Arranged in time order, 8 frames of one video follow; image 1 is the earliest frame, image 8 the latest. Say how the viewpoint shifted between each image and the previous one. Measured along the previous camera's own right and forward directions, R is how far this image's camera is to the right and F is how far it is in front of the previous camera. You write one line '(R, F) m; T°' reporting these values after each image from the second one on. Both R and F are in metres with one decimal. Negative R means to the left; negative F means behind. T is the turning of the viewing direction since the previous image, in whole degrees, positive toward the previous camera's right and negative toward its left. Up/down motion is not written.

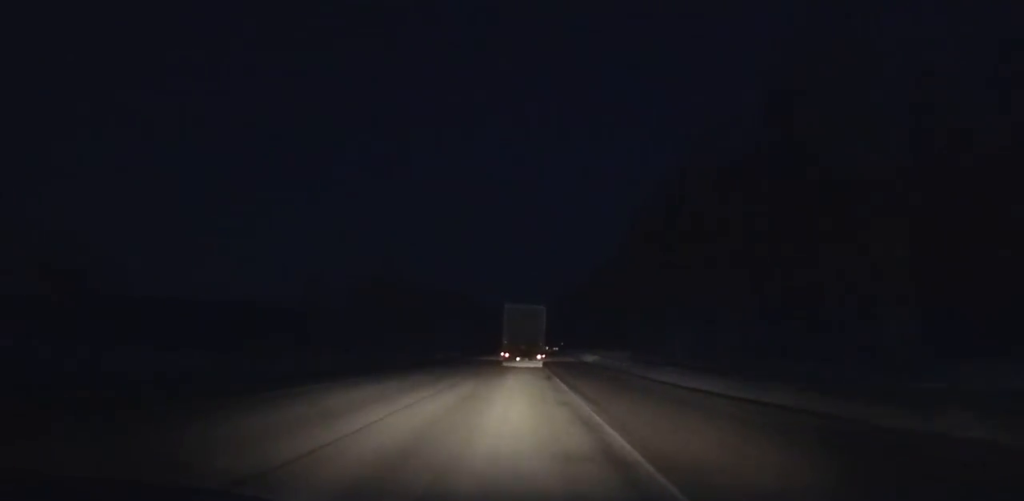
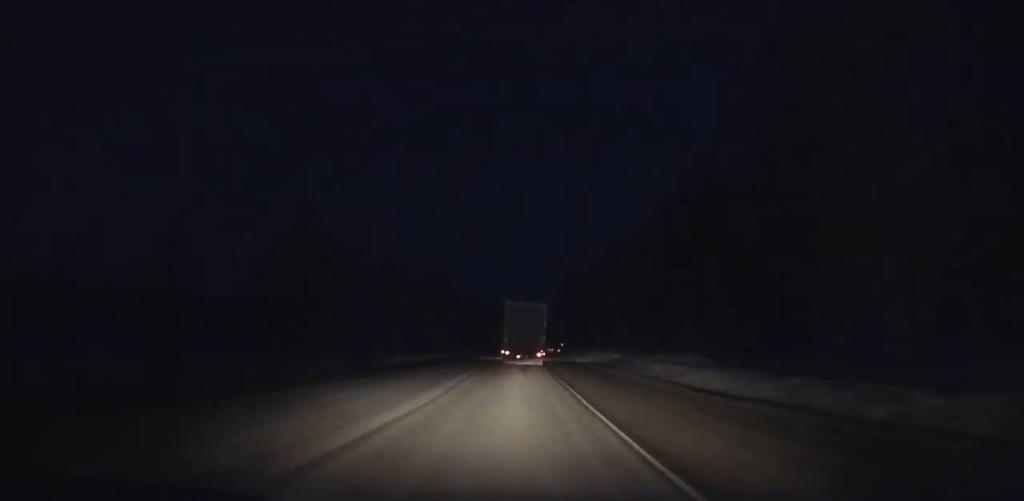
(-0.1, +32.3) m; 0°
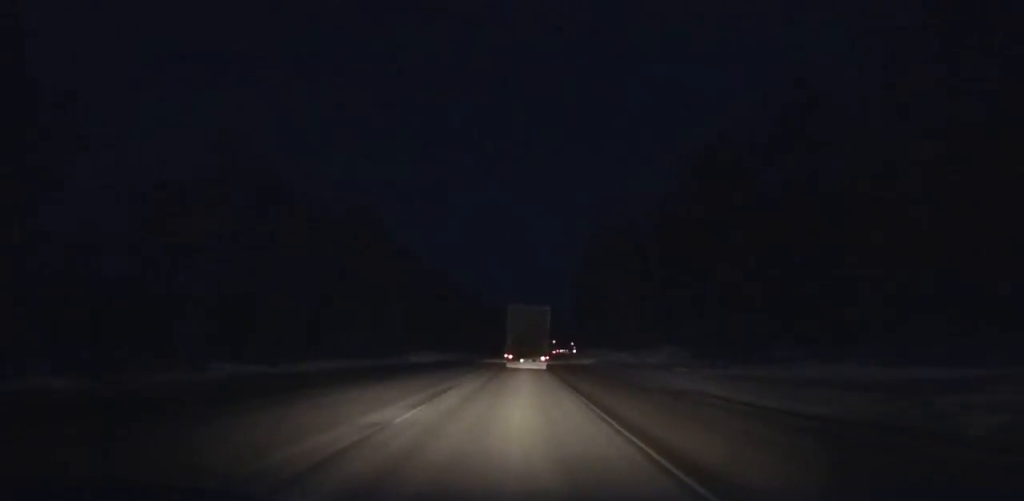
(+0.2, +49.7) m; +1°
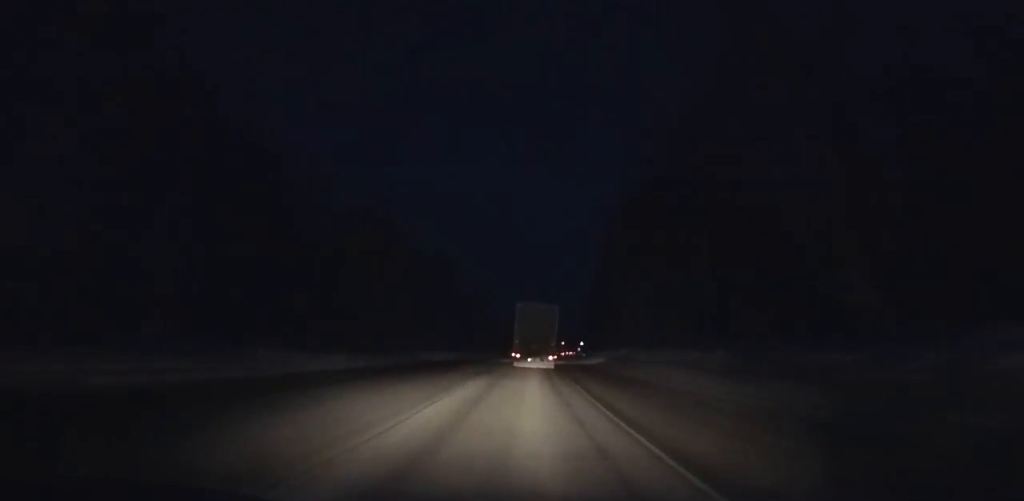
(+0.5, +47.7) m; +2°
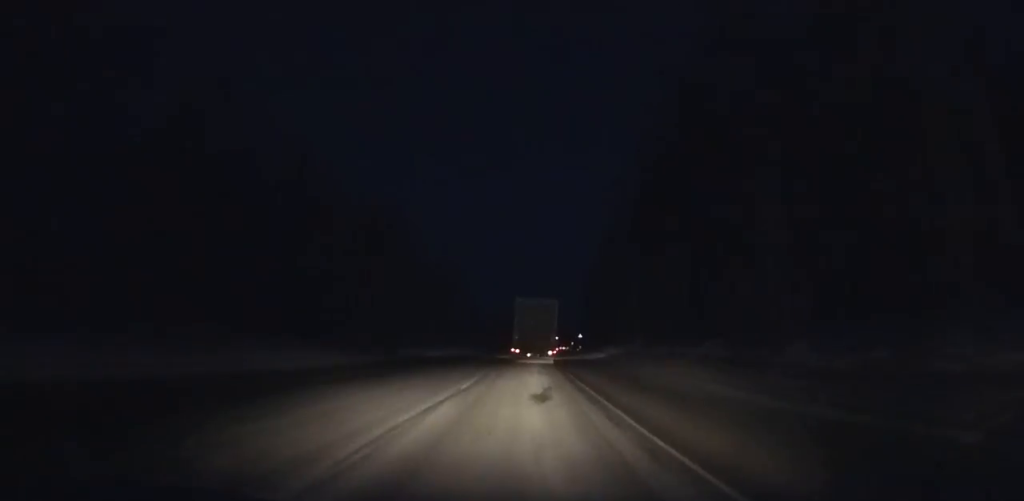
(0.0, +28.5) m; +1°
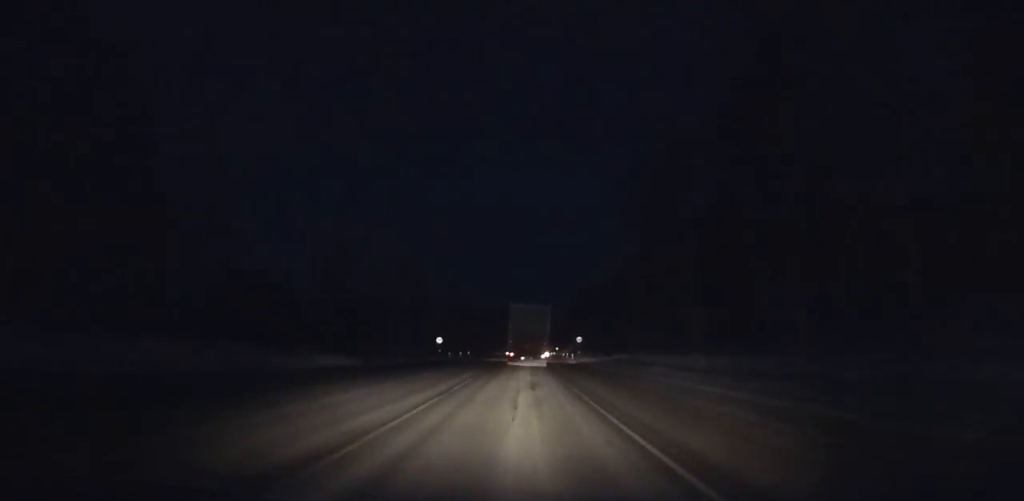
(+3.9, +116.2) m; +3°
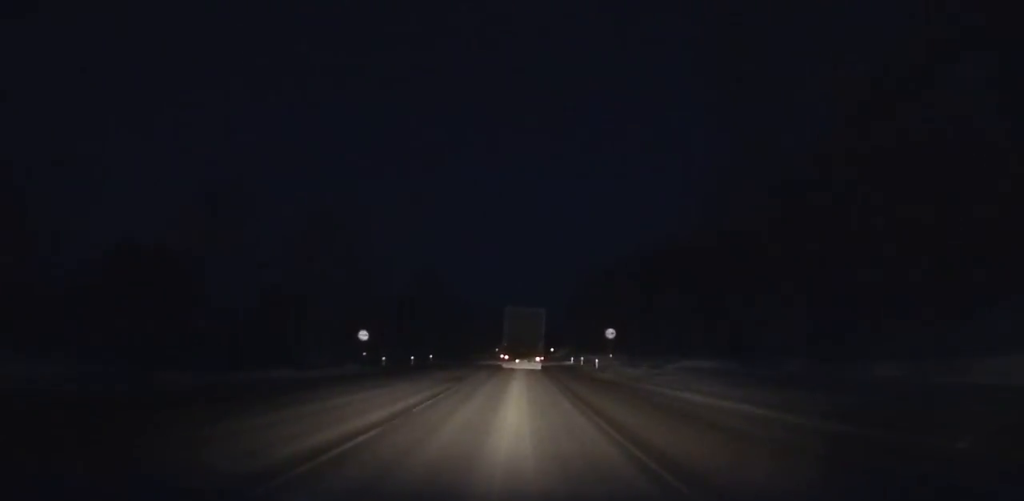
(+0.2, +29.7) m; +1°
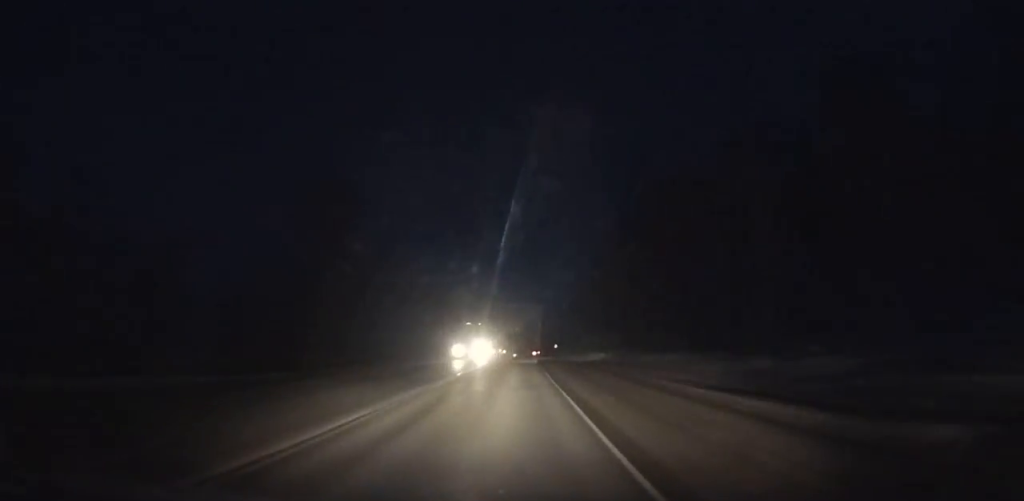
(+0.5, +59.7) m; +1°
